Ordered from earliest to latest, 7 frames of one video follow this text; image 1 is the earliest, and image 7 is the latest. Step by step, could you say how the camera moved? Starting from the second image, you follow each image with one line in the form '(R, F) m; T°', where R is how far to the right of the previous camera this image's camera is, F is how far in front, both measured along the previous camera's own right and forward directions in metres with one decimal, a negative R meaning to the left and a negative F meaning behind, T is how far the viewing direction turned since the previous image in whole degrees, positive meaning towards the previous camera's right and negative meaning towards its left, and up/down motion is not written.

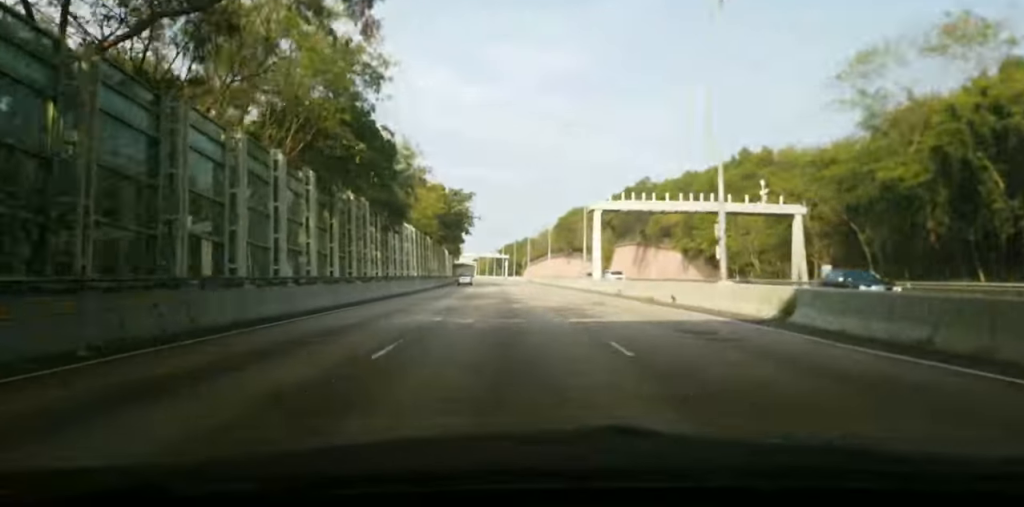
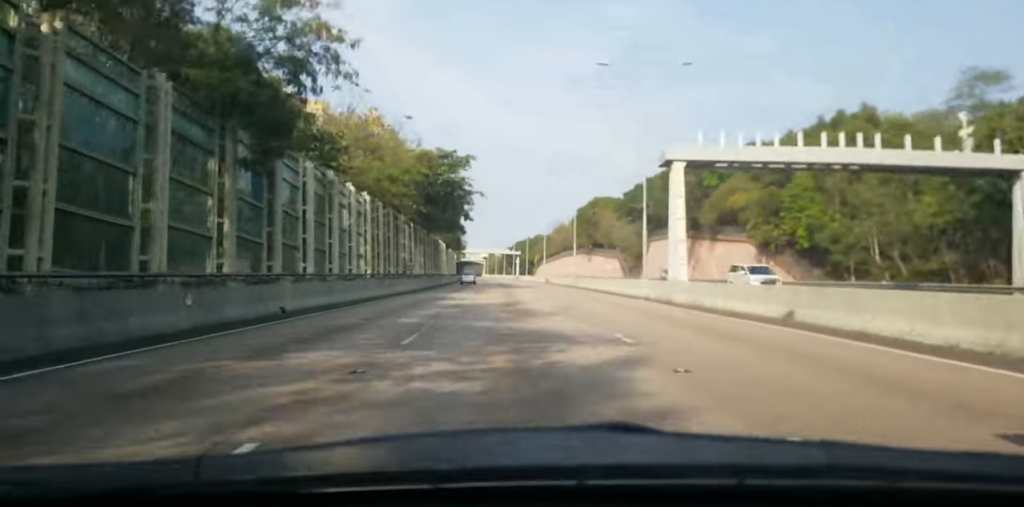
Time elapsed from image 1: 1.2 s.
(-0.5, +25.2) m; 0°
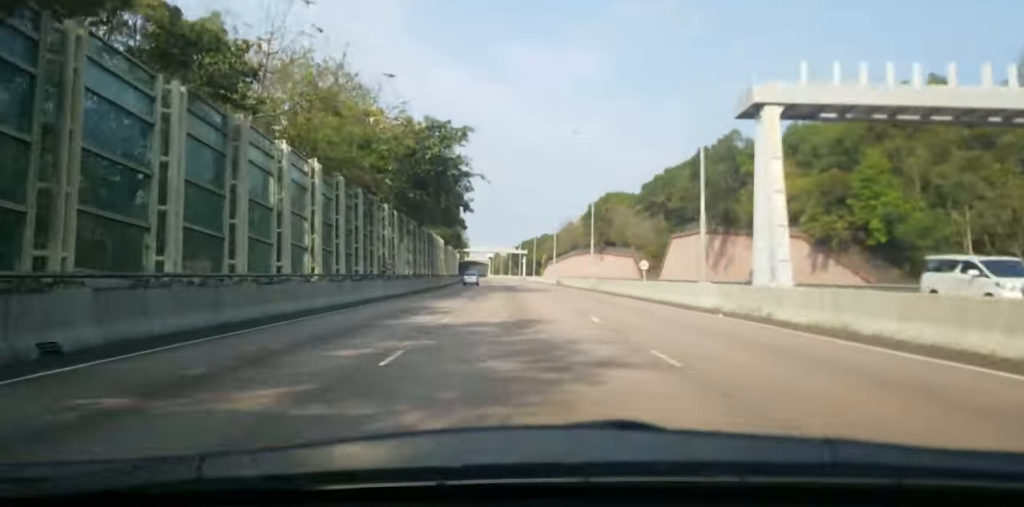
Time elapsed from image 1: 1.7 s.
(+0.1, +11.3) m; +1°
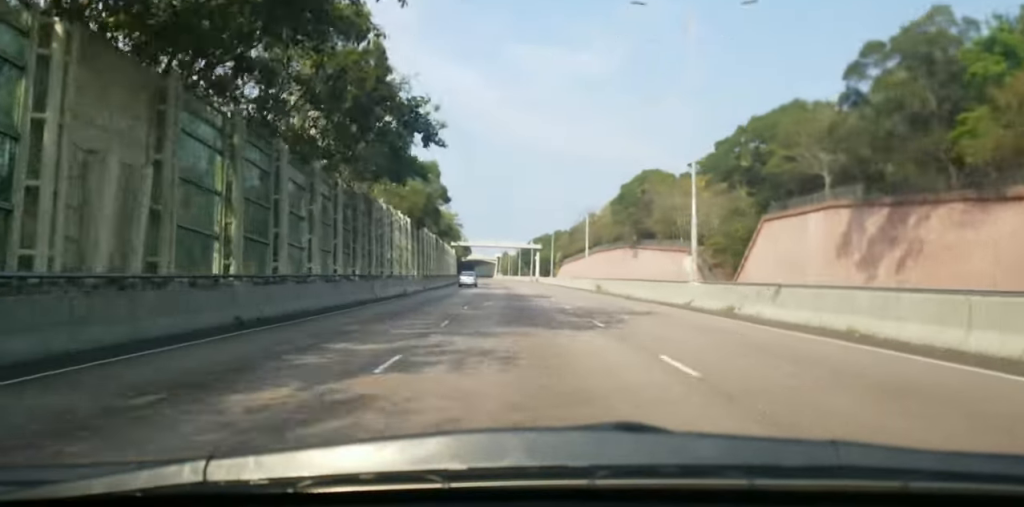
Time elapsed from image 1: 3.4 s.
(-0.3, +36.7) m; -2°
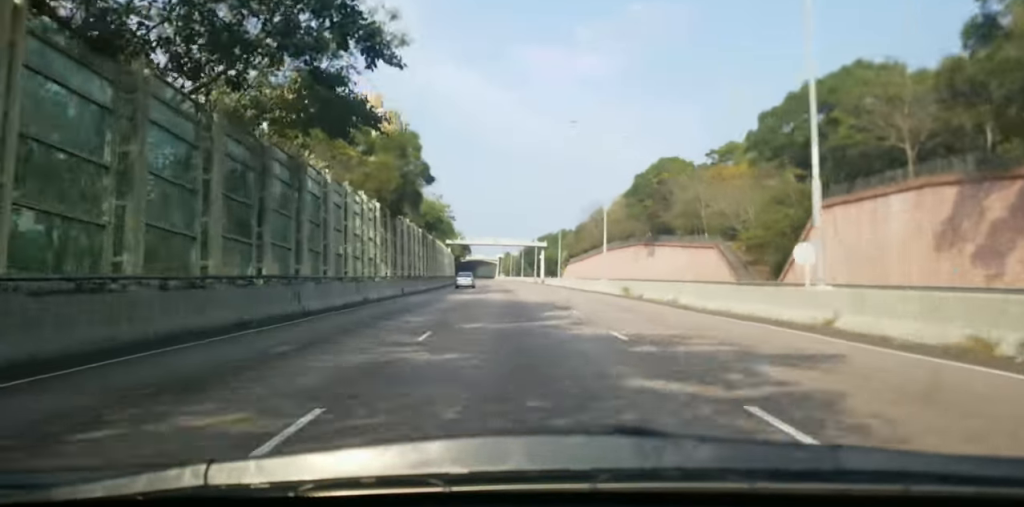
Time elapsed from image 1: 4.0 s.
(-0.2, +13.2) m; 0°
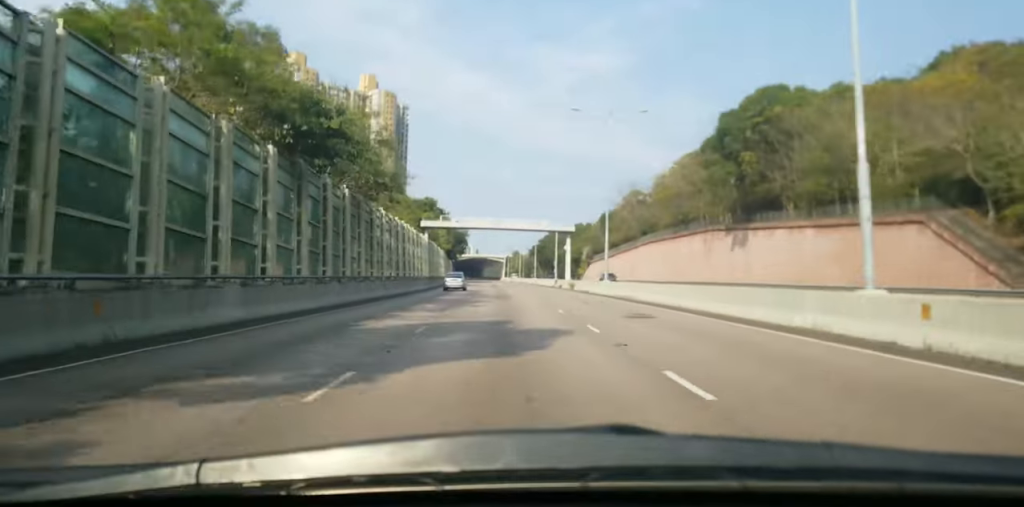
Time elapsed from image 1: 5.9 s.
(-0.1, +42.4) m; -1°
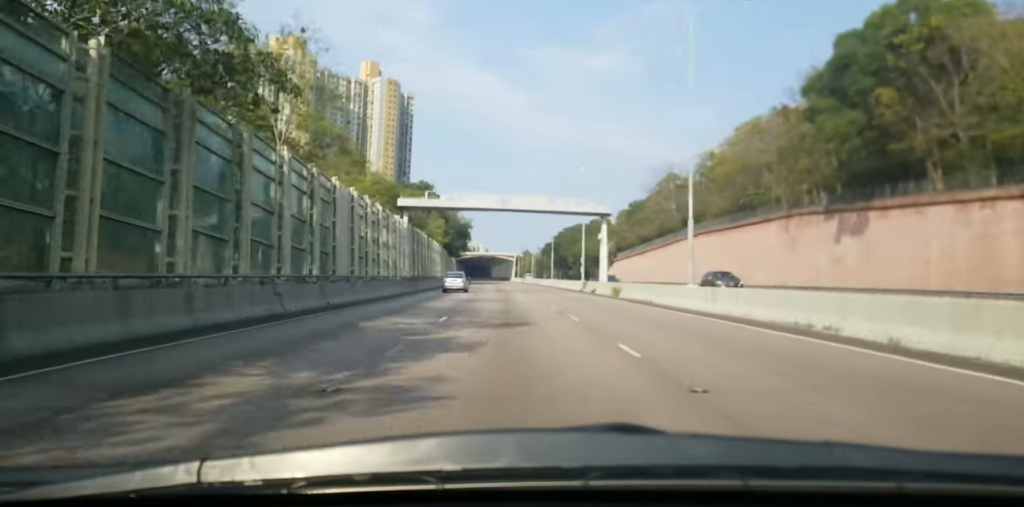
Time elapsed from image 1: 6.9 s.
(0.0, +23.0) m; 0°
